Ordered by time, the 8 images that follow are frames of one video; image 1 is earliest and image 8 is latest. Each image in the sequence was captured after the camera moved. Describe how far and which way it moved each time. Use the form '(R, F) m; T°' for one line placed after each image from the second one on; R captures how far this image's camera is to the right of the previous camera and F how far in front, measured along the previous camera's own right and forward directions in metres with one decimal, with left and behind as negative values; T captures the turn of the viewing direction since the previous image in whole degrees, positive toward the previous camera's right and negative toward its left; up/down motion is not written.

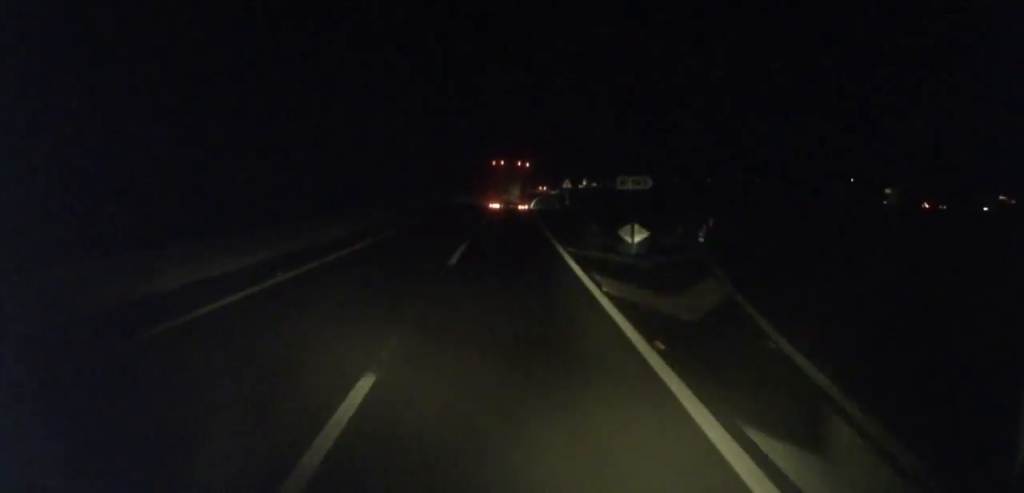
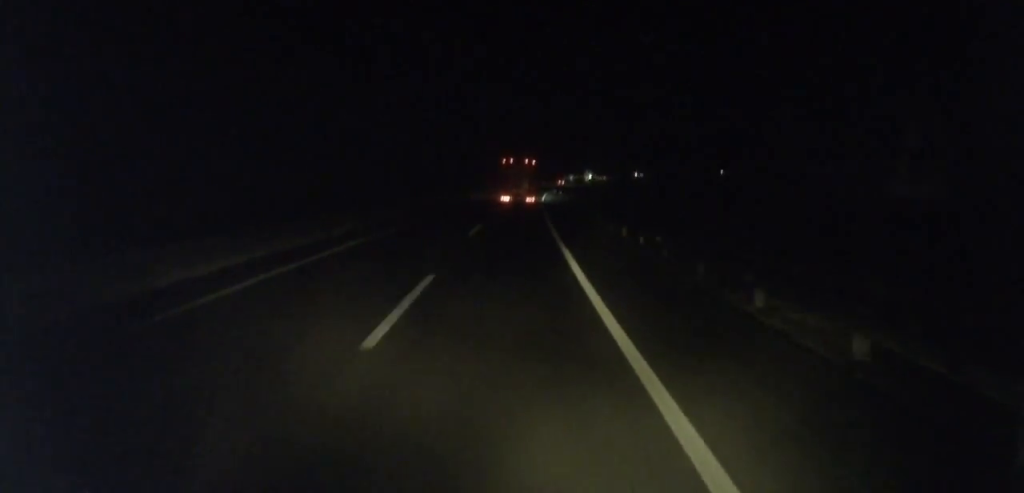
(+0.1, +76.6) m; +2°
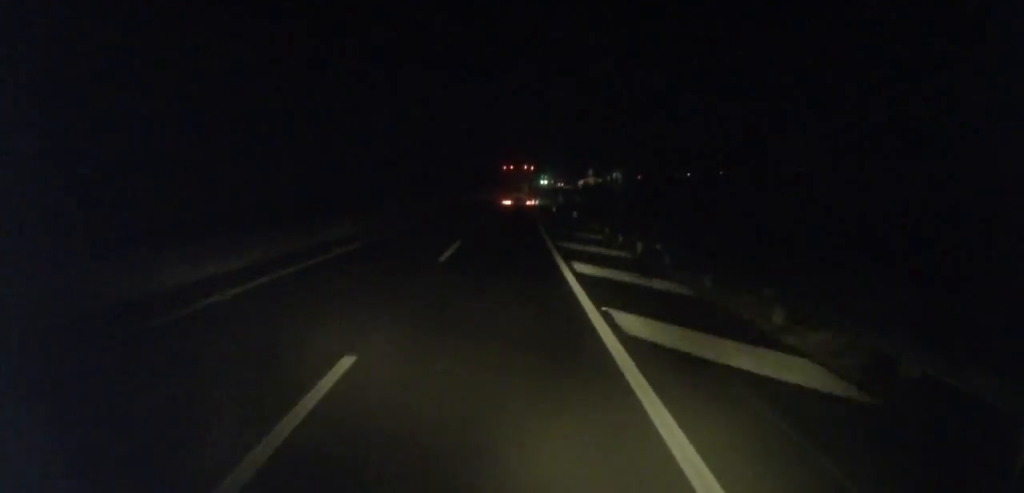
(+1.6, +57.5) m; +3°
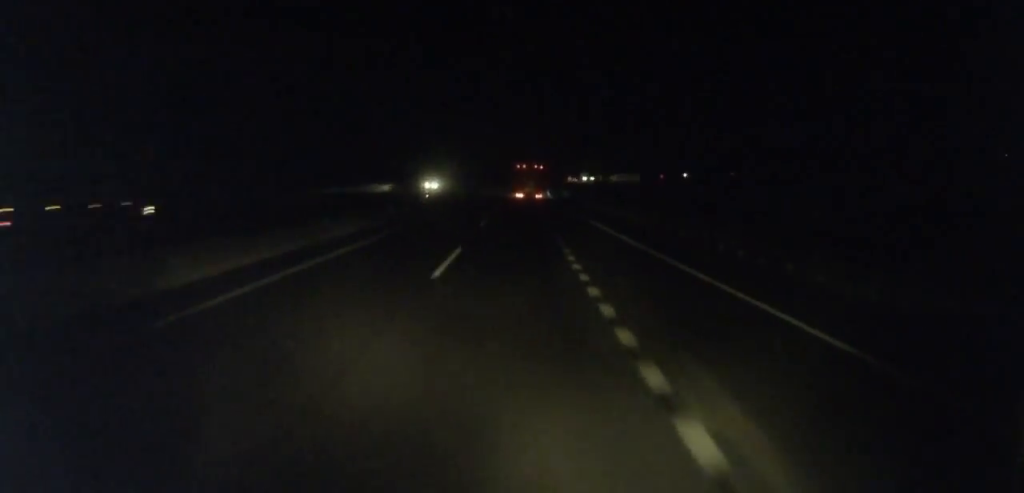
(+9.5, +155.8) m; +6°
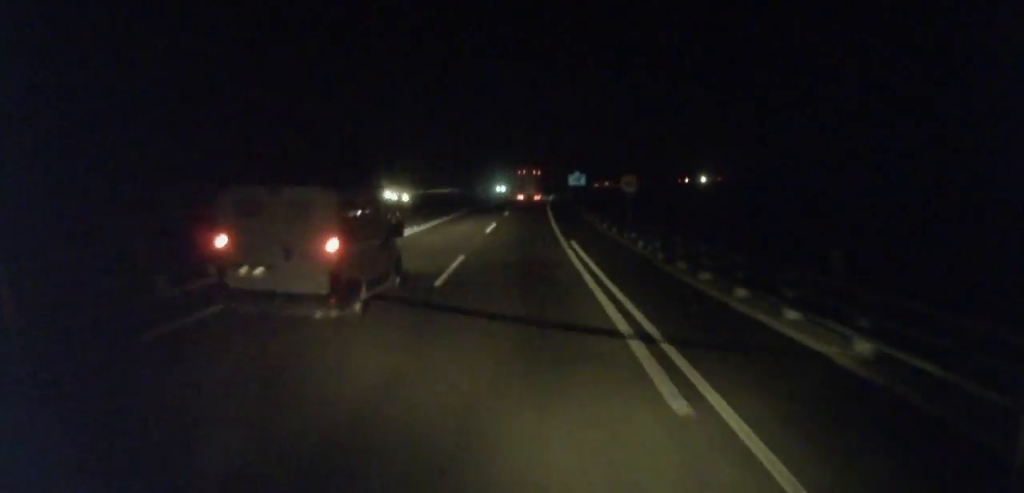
(+7.9, +152.3) m; +7°
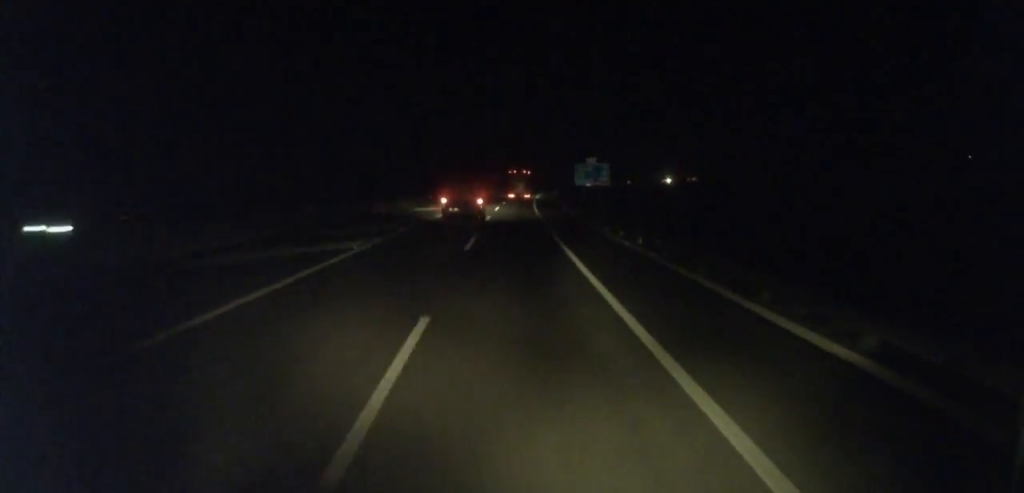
(+2.4, +60.5) m; +2°
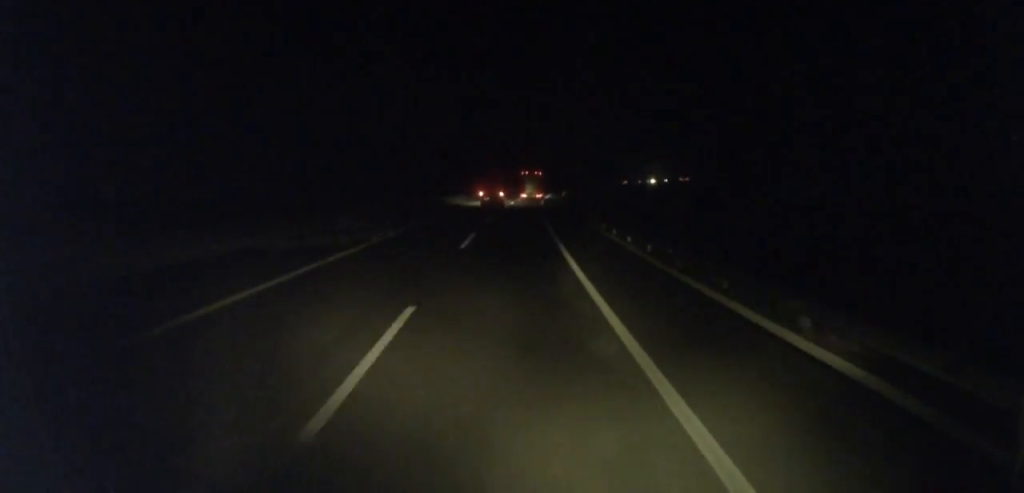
(+1.4, +67.0) m; +3°
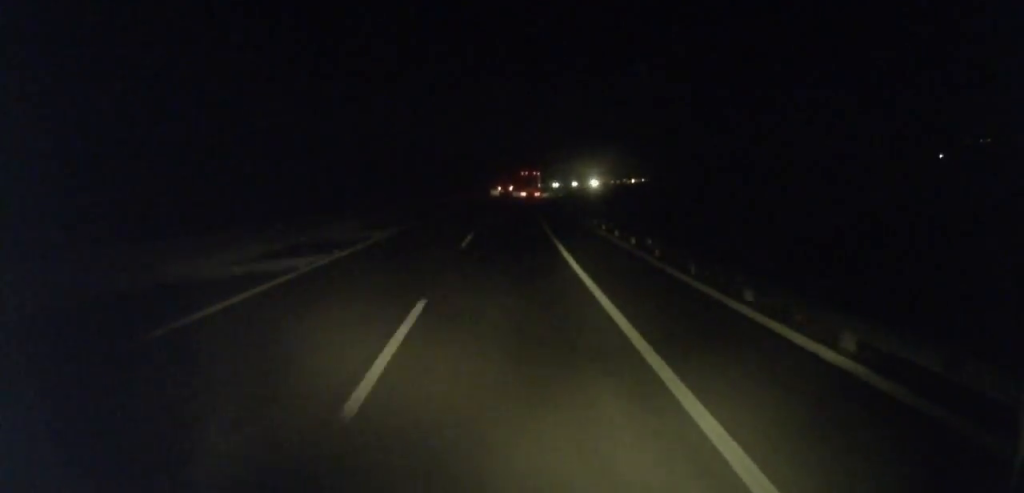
(+4.9, +117.7) m; +6°
